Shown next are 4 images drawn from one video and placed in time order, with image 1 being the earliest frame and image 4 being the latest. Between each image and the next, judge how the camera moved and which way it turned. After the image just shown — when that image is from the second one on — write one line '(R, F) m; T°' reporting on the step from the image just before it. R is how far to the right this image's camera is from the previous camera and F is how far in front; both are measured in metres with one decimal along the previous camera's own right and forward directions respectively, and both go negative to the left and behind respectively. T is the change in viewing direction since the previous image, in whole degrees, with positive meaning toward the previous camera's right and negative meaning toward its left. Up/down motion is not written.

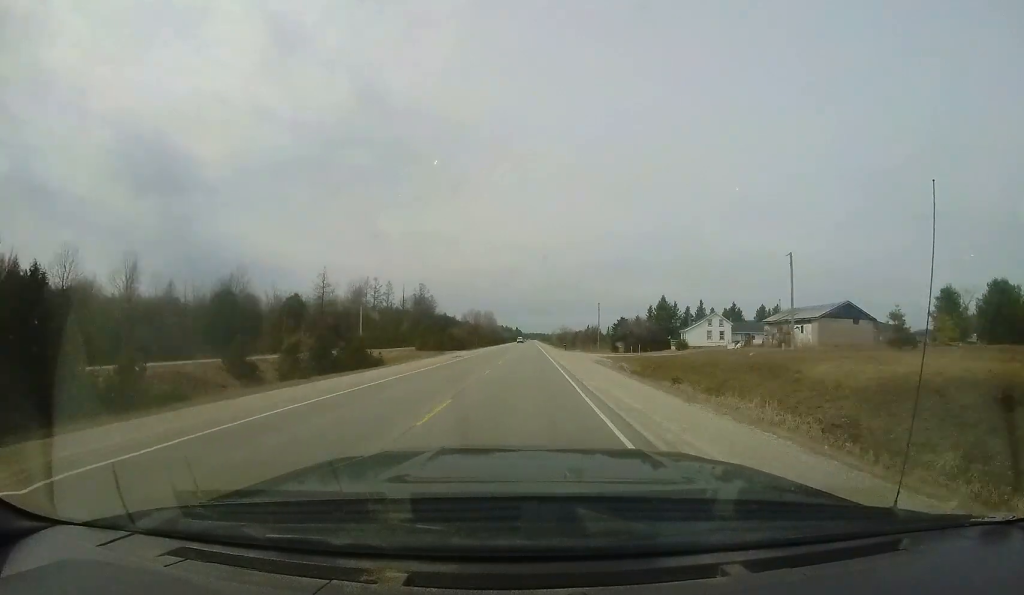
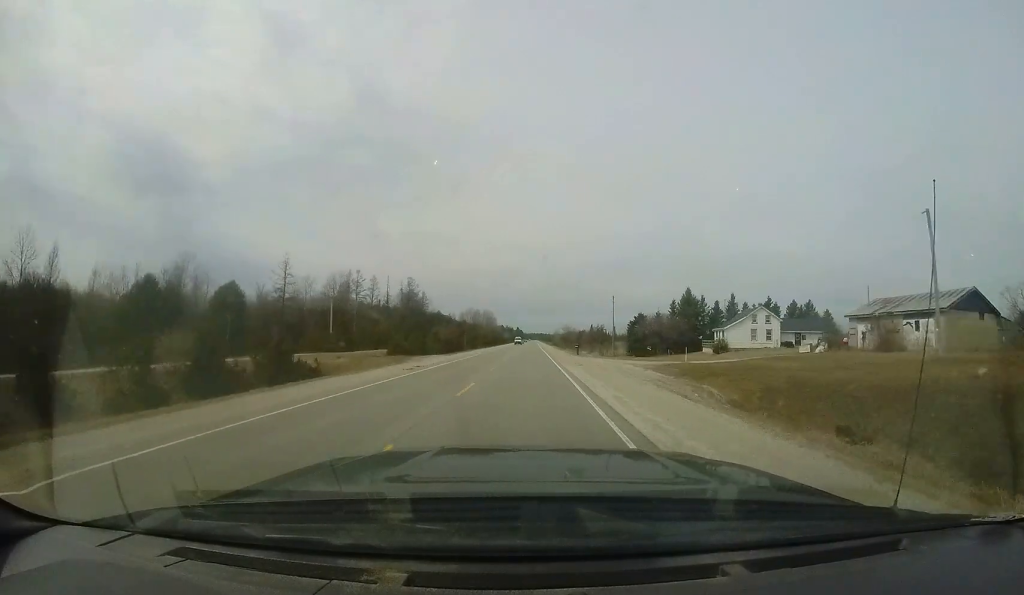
(+0.1, +13.9) m; 0°
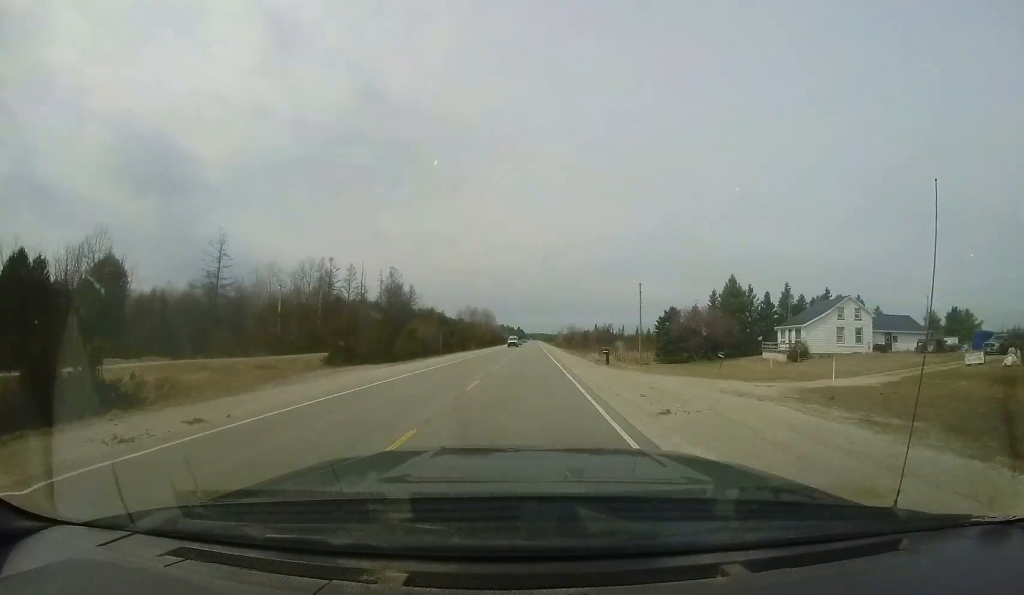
(+0.1, +16.6) m; 0°
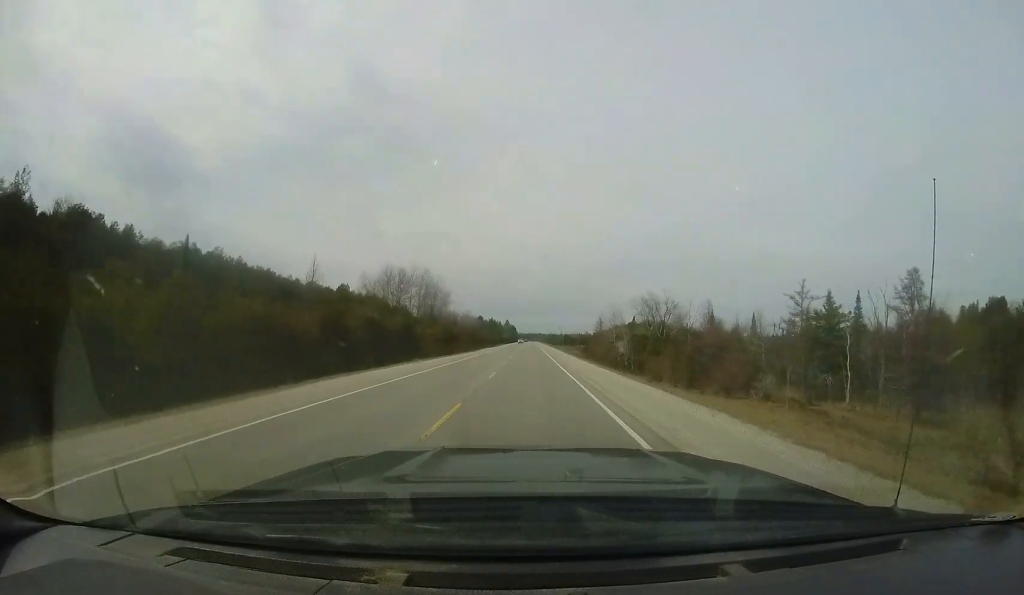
(-0.9, +149.4) m; -1°
